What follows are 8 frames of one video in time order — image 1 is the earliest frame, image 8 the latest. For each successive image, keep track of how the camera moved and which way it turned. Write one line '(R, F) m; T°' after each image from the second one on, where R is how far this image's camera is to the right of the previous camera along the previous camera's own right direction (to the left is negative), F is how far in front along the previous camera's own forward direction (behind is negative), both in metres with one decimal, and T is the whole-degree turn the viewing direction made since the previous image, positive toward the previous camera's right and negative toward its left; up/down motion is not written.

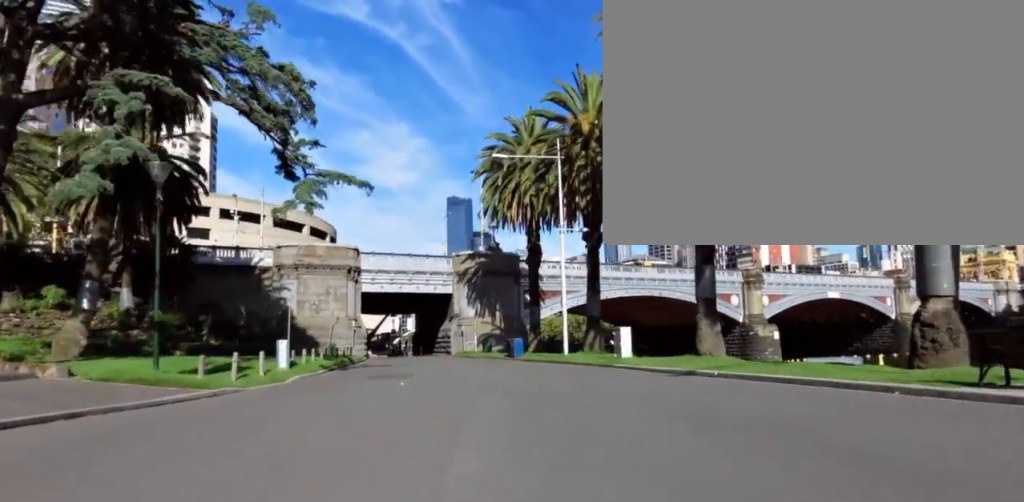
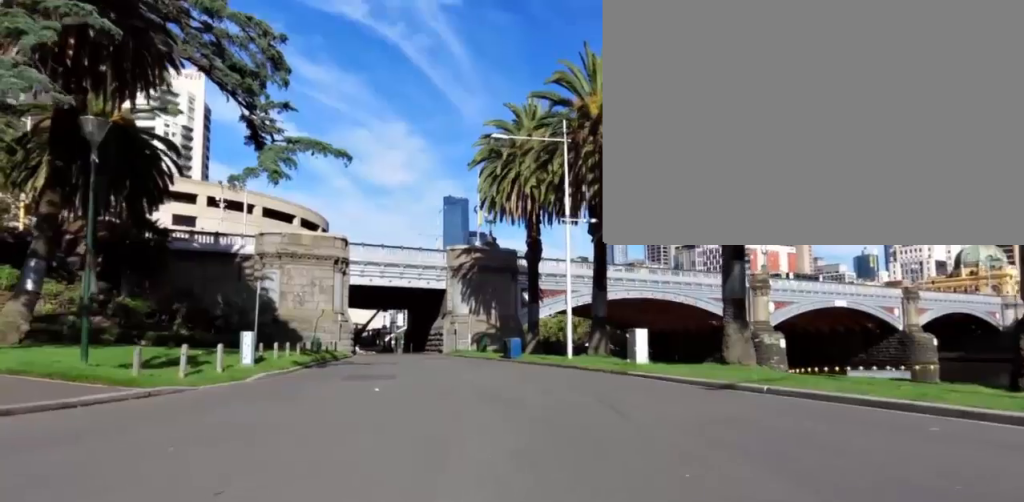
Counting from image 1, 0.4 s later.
(0.0, +2.5) m; -1°
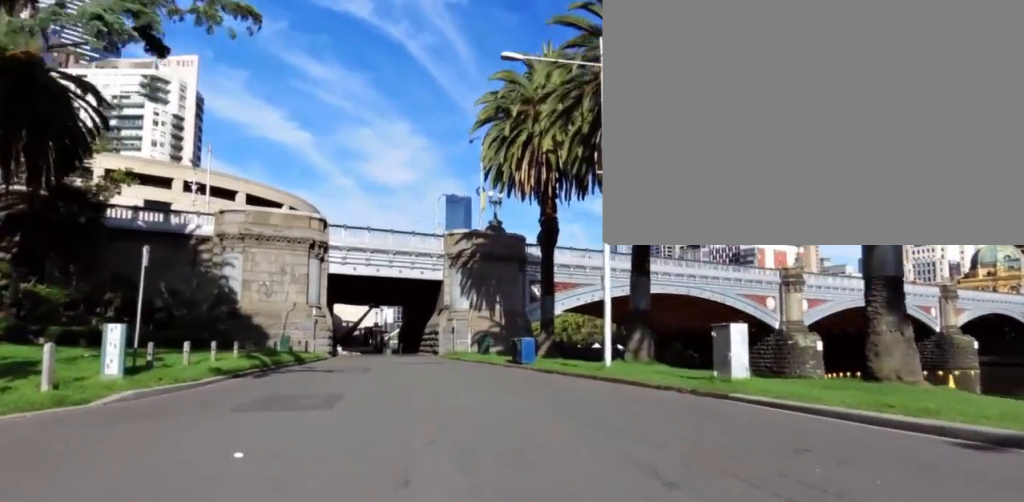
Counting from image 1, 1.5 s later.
(0.0, +6.0) m; 0°
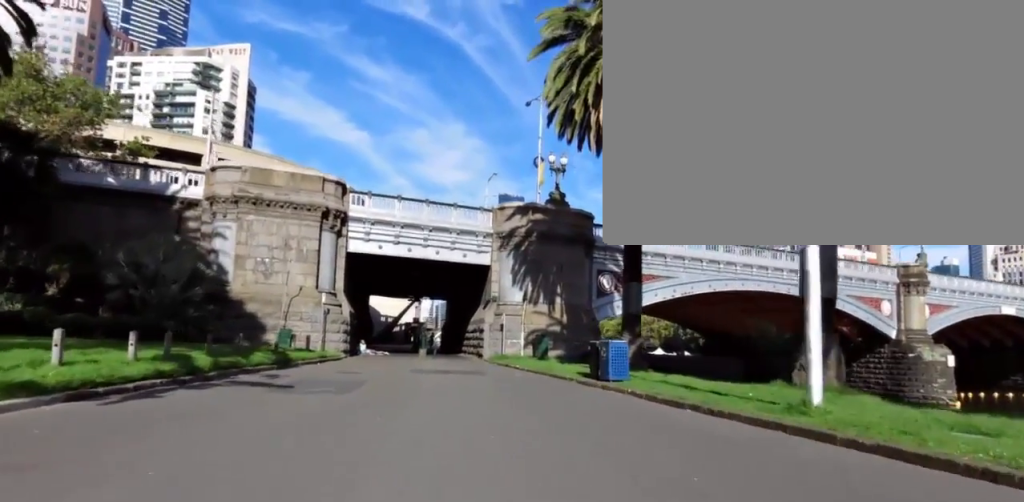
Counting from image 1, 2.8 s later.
(0.0, +9.1) m; 0°
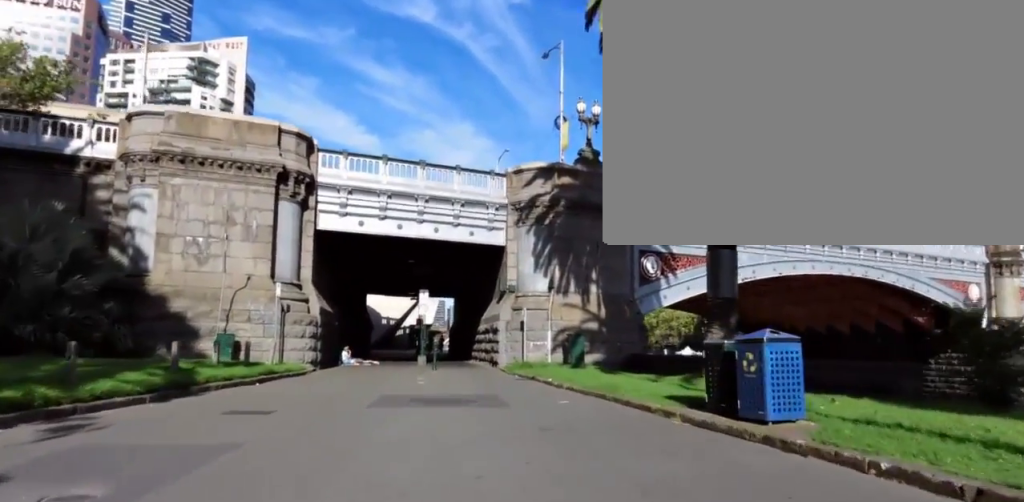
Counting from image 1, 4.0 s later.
(0.0, +8.7) m; 0°
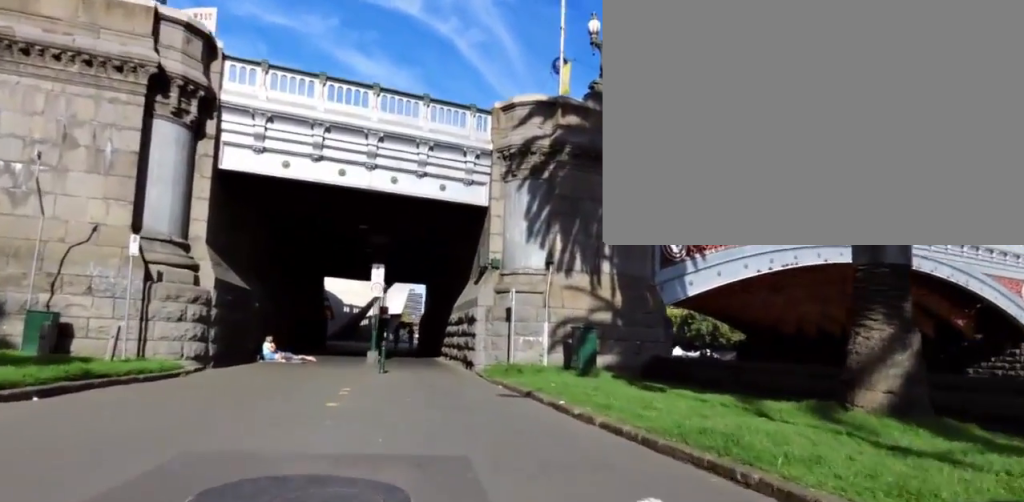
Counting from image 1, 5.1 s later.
(0.0, +8.3) m; -1°
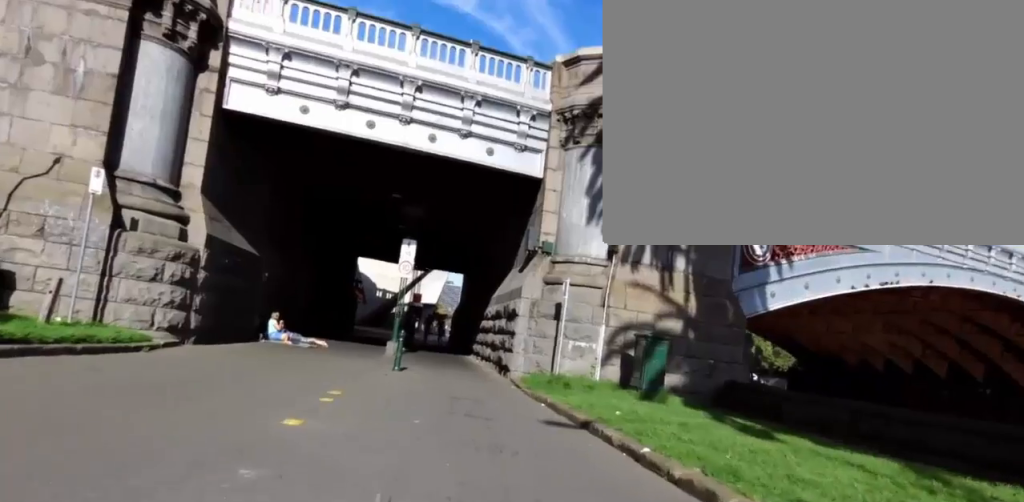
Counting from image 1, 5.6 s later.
(-0.1, +3.9) m; -5°
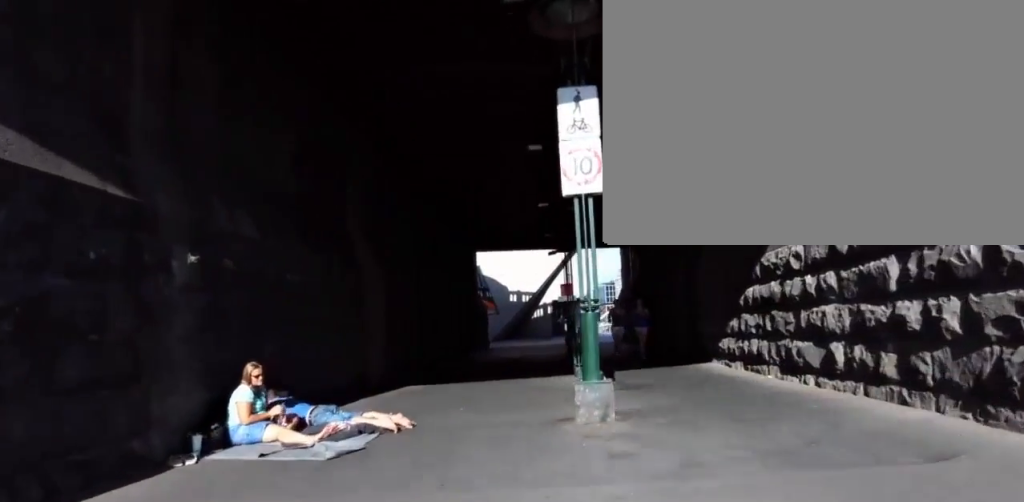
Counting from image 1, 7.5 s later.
(-1.3, +13.8) m; +1°
